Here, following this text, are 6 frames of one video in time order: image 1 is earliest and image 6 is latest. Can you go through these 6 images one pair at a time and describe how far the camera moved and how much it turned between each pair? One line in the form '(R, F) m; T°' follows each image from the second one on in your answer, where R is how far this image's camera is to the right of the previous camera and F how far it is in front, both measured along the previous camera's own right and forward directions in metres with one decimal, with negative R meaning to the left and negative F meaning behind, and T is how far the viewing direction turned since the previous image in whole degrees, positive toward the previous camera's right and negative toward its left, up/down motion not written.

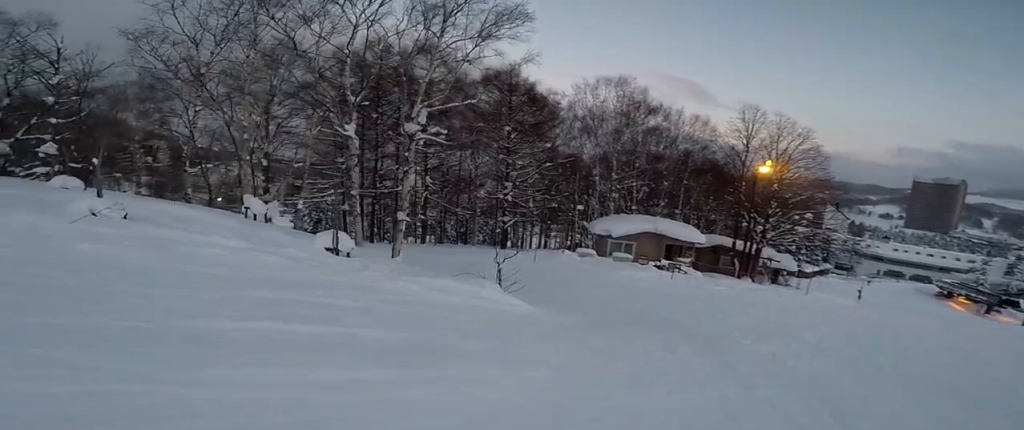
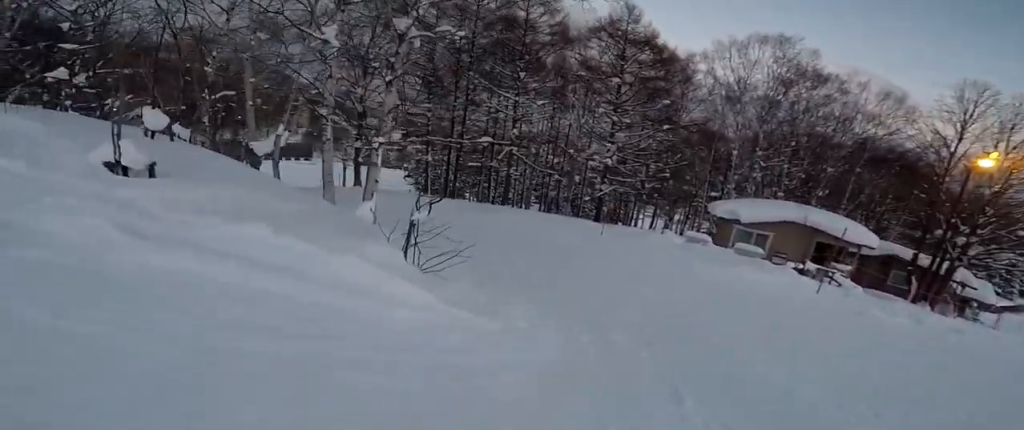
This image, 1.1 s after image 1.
(-1.4, +5.5) m; -33°
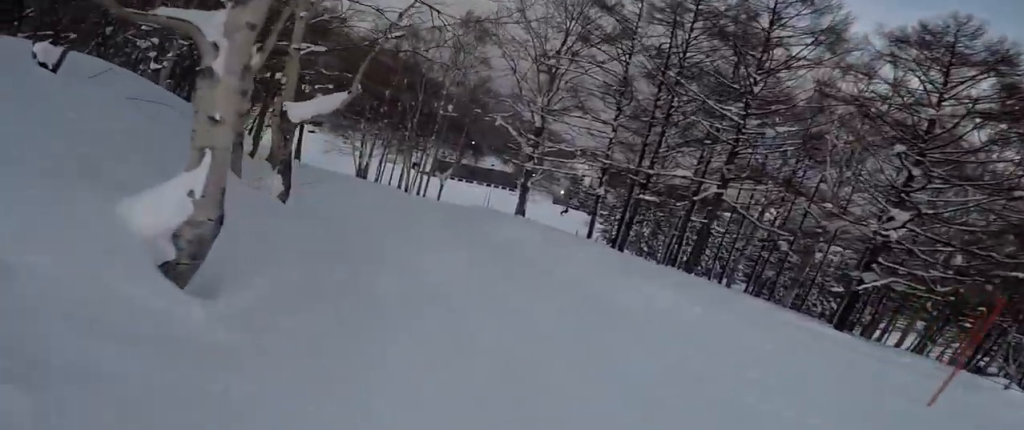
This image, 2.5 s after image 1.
(-2.1, +7.6) m; -12°
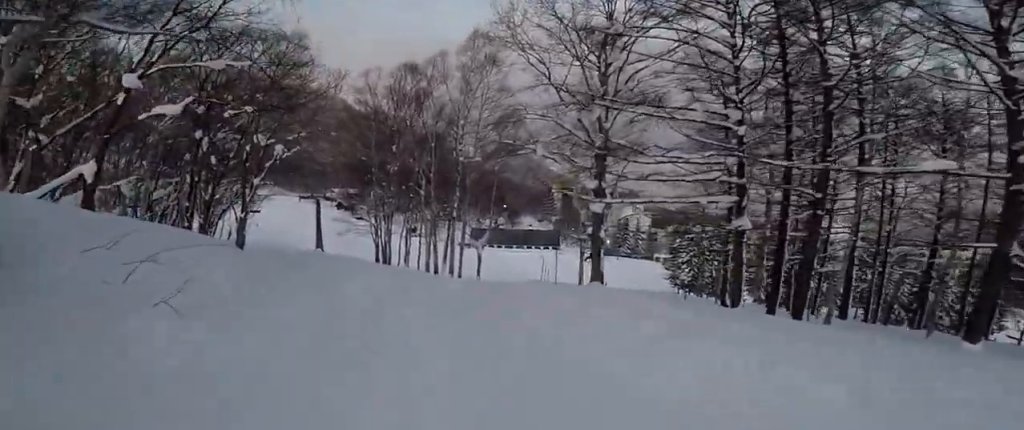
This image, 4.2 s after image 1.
(+1.1, +10.2) m; +6°
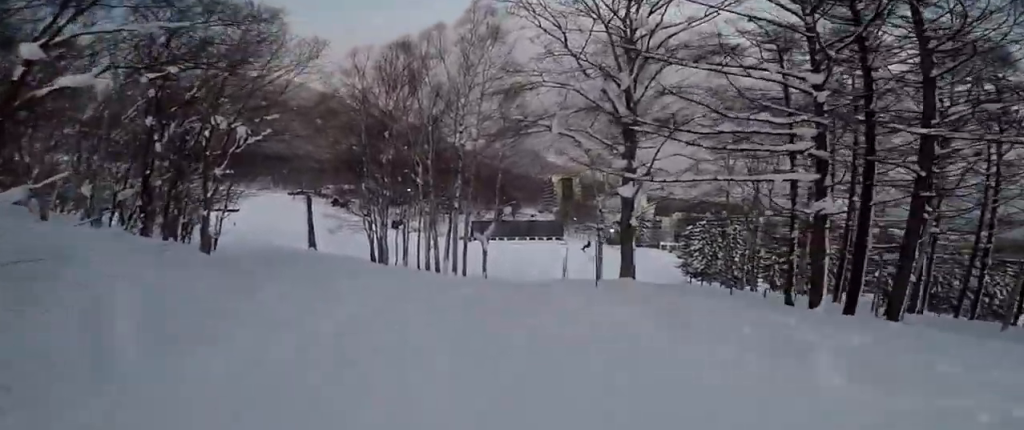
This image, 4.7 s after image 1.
(0.0, +3.4) m; 0°
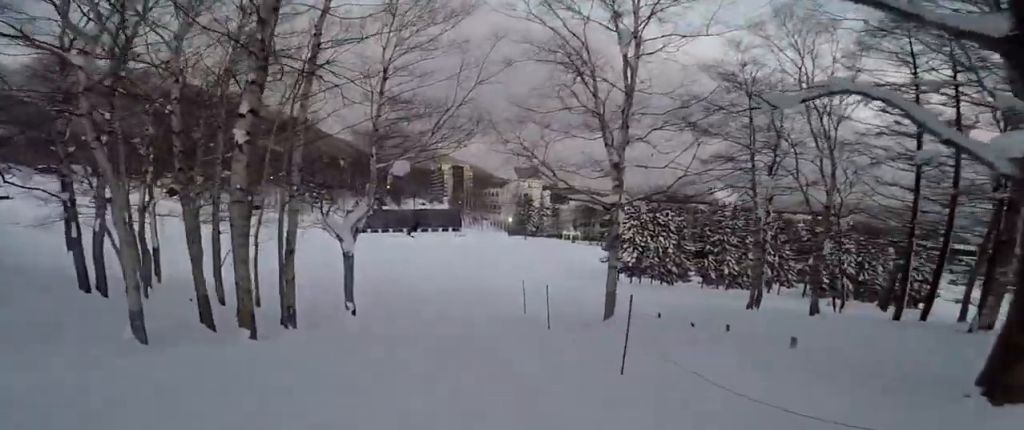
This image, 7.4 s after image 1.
(+2.5, +20.4) m; +13°
